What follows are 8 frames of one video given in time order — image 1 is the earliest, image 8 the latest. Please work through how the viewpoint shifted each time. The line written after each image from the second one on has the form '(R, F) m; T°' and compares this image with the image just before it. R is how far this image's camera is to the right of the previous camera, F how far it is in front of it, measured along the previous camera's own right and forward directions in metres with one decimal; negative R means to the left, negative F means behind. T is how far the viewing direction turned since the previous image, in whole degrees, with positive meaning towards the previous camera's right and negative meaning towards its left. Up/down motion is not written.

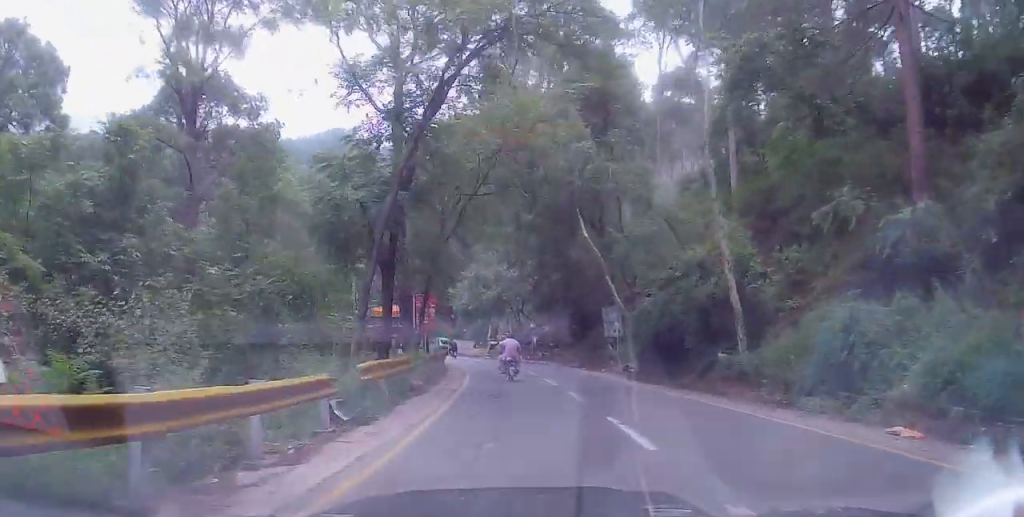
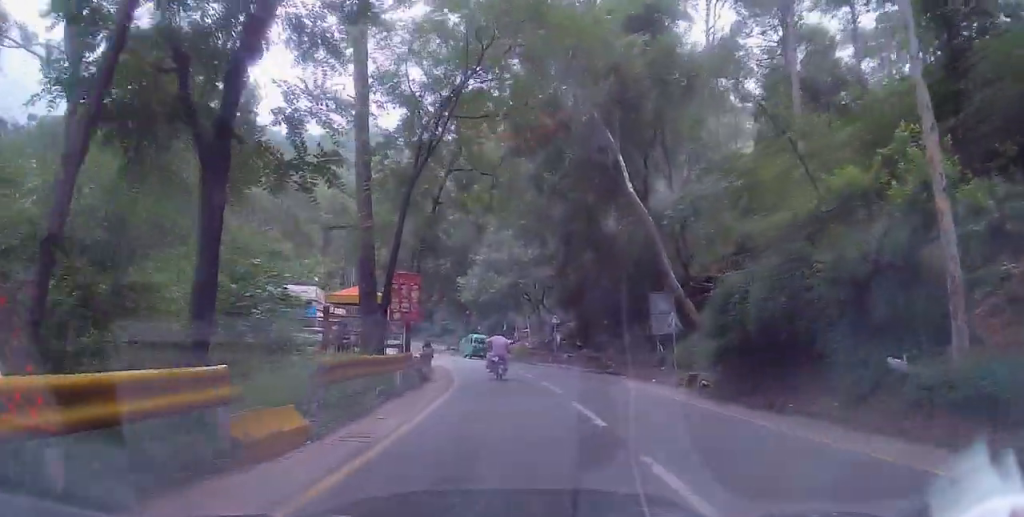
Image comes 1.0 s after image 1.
(-0.2, +9.7) m; -4°
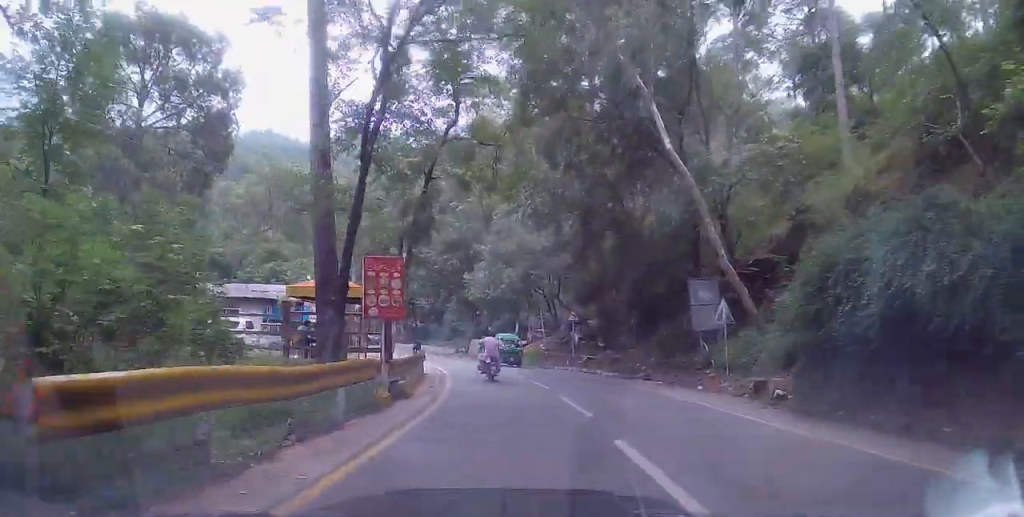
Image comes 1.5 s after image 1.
(-0.4, +5.0) m; -2°
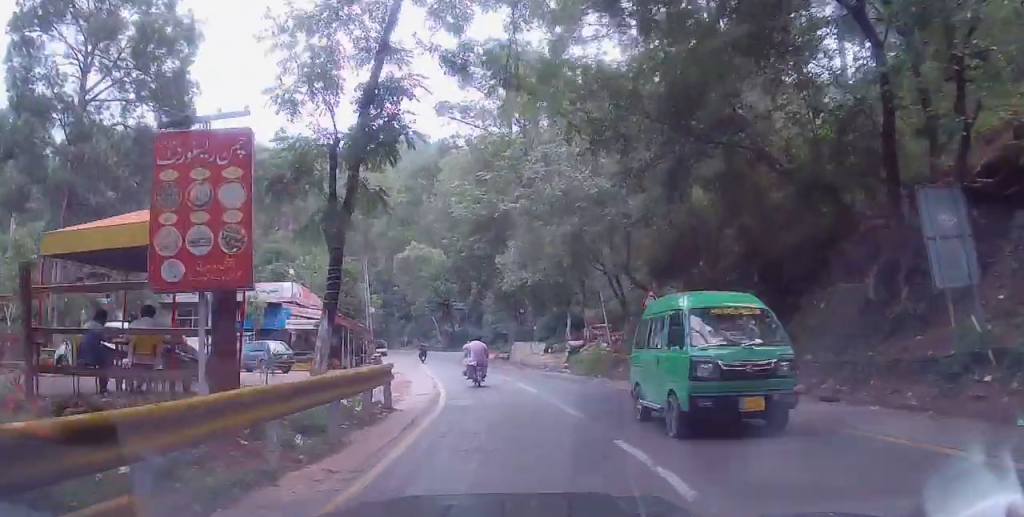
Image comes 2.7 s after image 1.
(+0.2, +12.1) m; -4°
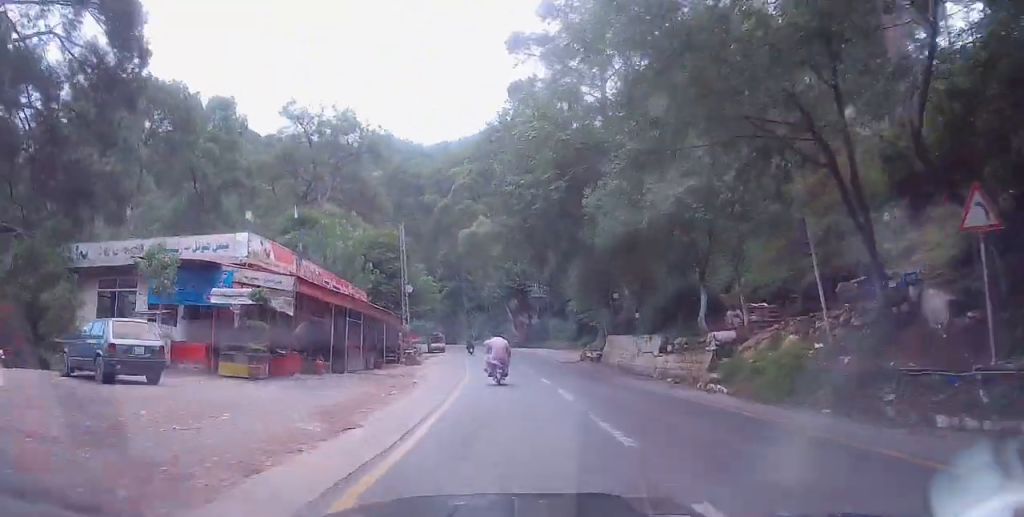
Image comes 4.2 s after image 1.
(-1.6, +15.2) m; -6°
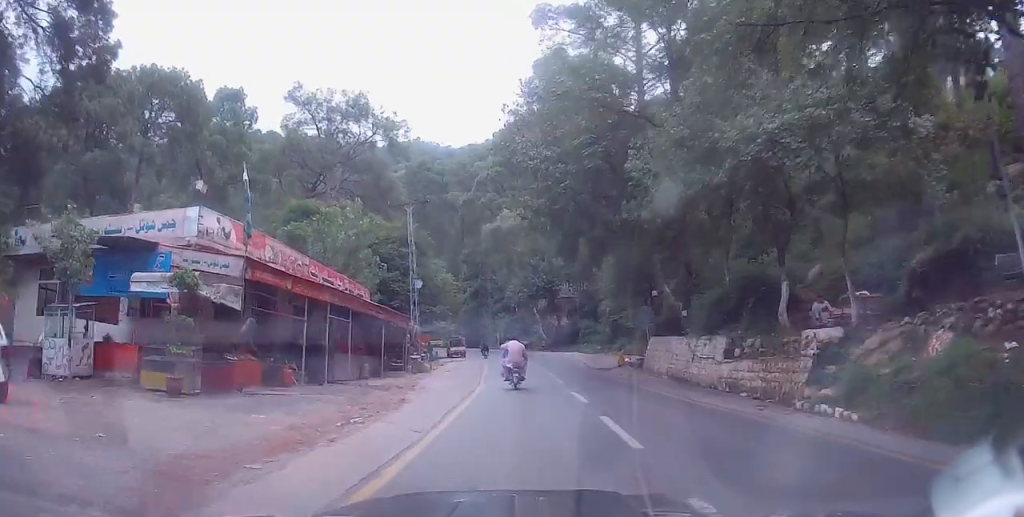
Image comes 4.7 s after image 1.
(0.0, +5.6) m; 0°
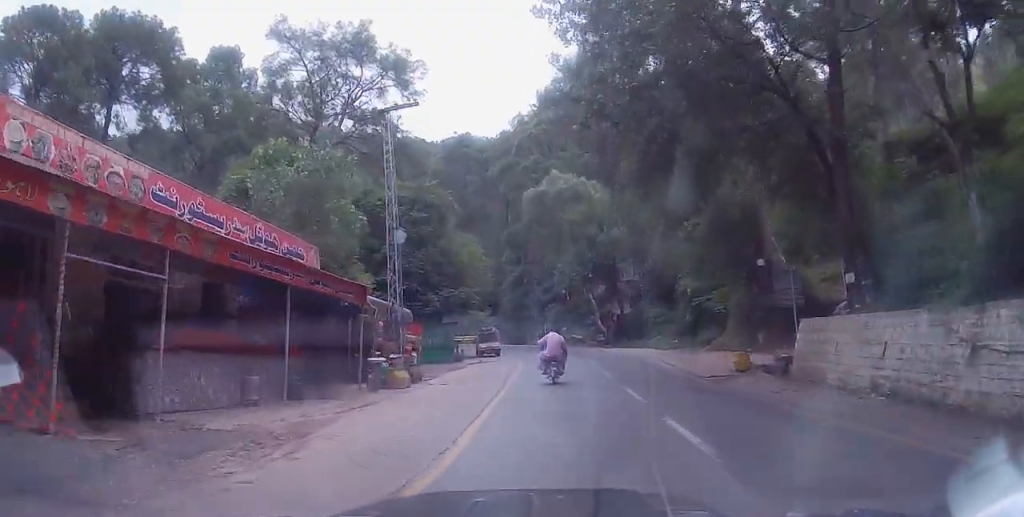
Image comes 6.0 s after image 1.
(-0.4, +13.9) m; -4°
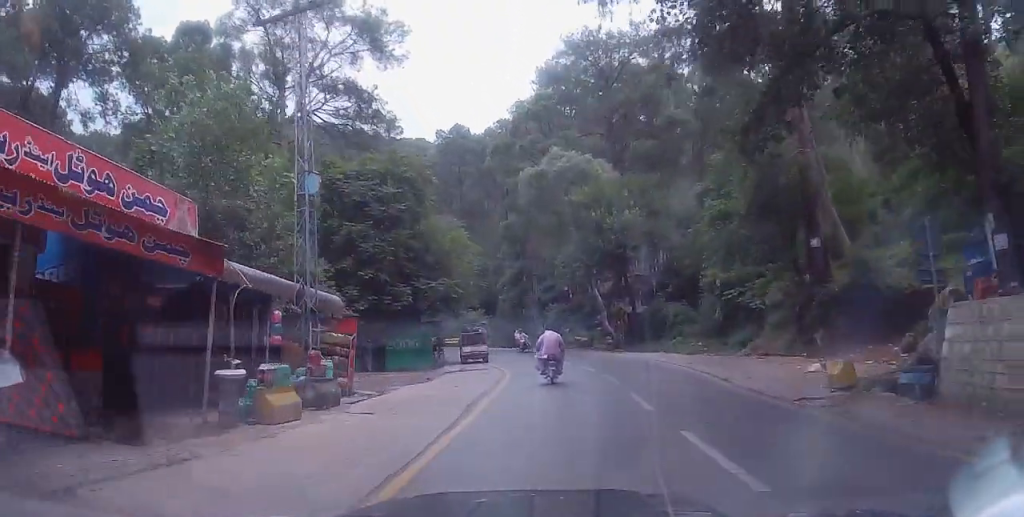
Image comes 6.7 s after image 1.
(-0.2, +7.2) m; -2°
